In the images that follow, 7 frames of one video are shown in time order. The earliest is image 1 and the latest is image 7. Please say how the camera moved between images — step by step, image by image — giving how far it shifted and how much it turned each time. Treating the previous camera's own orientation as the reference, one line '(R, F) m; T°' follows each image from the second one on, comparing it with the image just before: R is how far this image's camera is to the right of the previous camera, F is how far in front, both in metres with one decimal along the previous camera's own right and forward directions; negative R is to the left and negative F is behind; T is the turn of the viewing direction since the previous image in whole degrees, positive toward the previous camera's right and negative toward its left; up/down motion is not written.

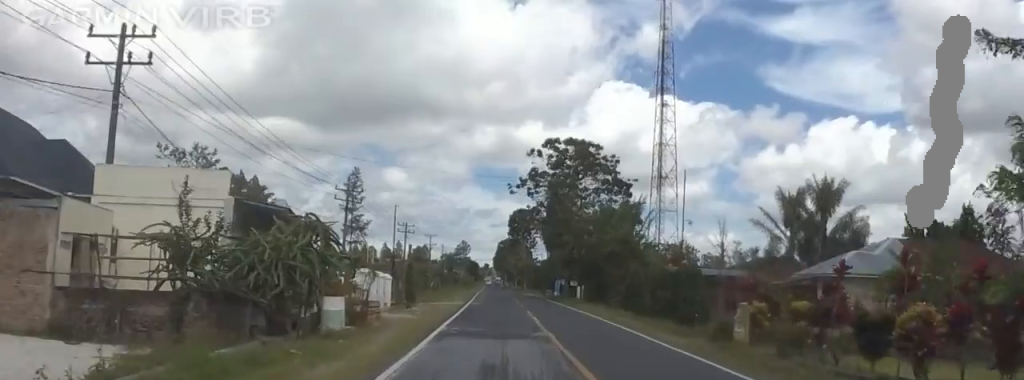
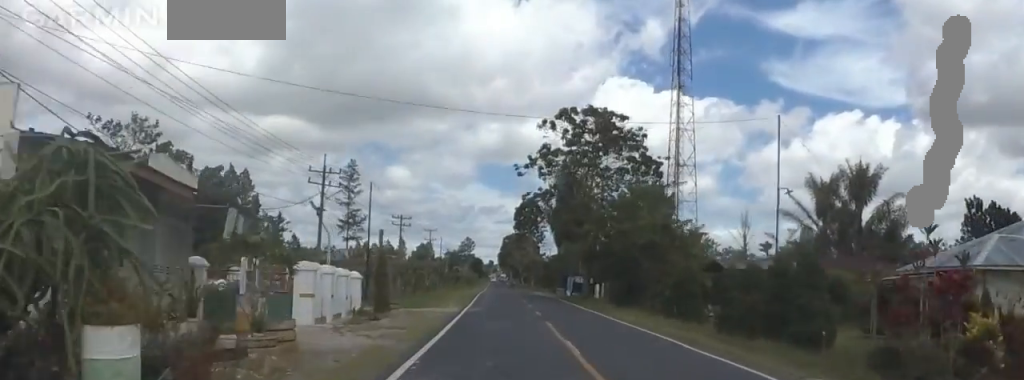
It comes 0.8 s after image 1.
(-0.2, +12.7) m; -1°
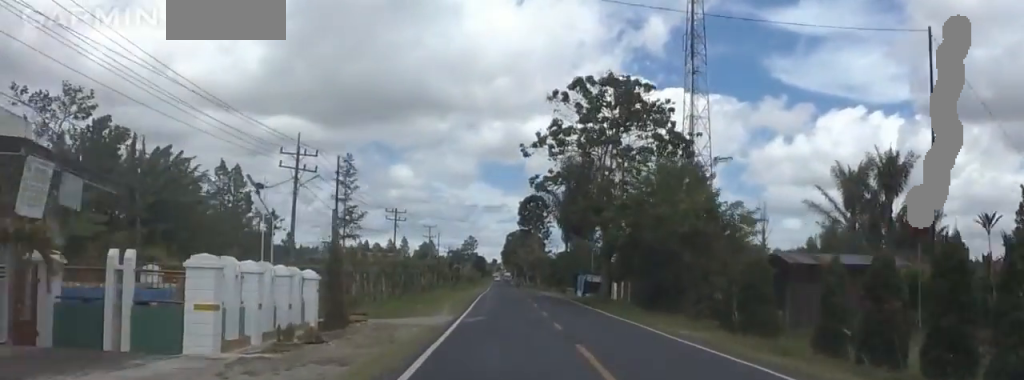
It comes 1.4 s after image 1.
(0.0, +9.5) m; 0°
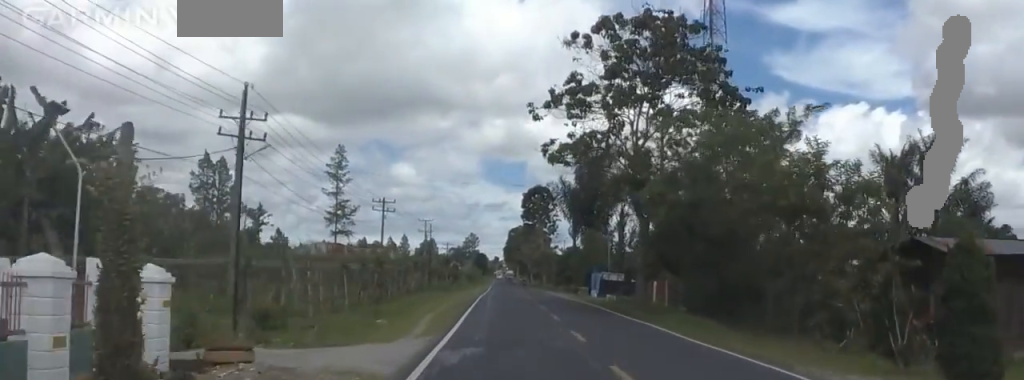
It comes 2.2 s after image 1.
(0.0, +12.6) m; +2°
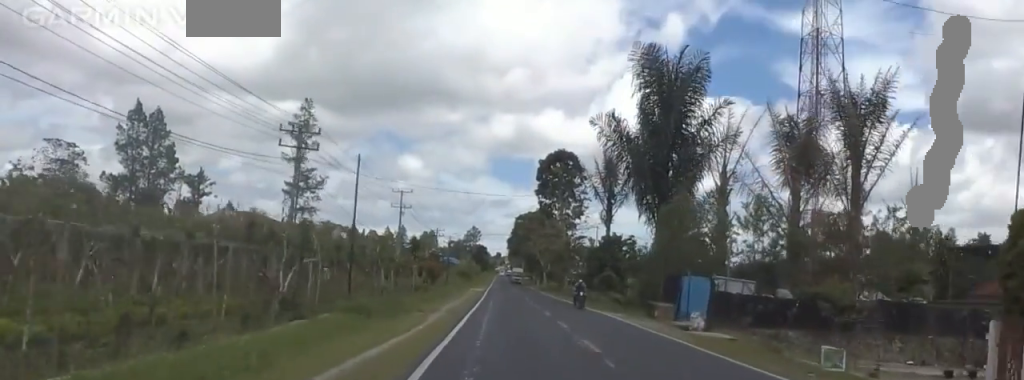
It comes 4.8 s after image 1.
(-1.1, +41.1) m; -6°
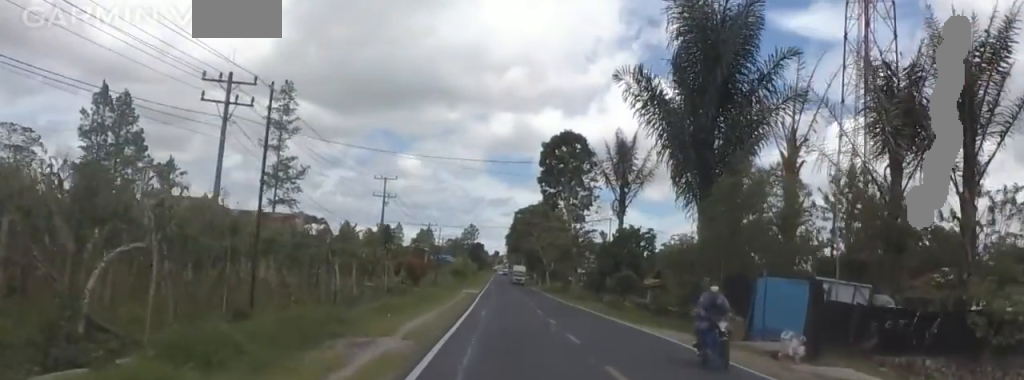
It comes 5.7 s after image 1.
(-0.5, +13.0) m; +2°
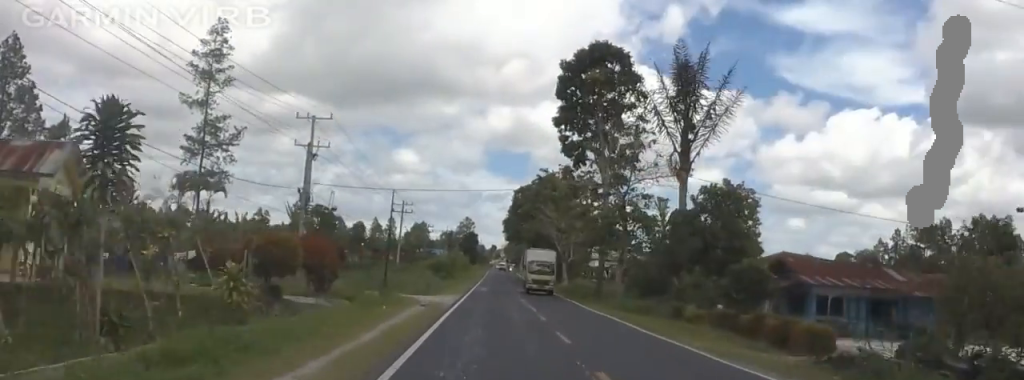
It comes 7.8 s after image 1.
(+2.0, +33.7) m; +2°
